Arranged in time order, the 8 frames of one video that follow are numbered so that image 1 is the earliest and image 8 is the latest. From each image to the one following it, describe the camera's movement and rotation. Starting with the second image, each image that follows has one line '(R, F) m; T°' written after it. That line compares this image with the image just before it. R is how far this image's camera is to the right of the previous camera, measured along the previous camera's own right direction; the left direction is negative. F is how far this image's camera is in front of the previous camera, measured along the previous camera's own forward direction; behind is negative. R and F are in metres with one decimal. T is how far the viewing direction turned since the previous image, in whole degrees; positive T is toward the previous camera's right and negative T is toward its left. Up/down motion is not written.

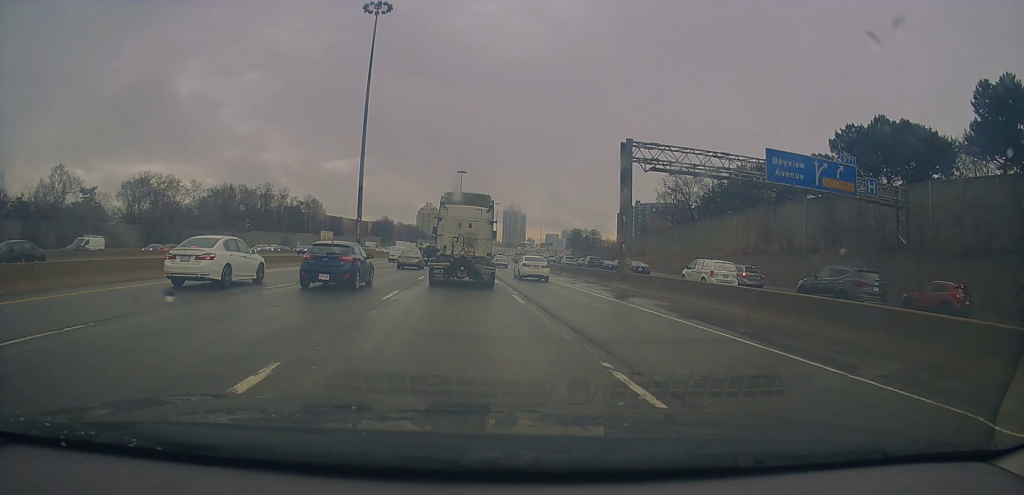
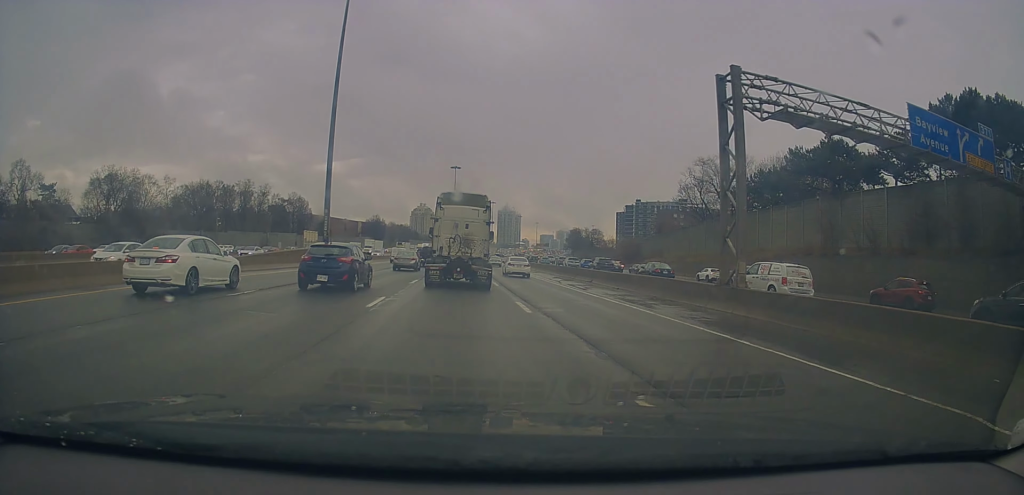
(-0.4, +13.8) m; +2°
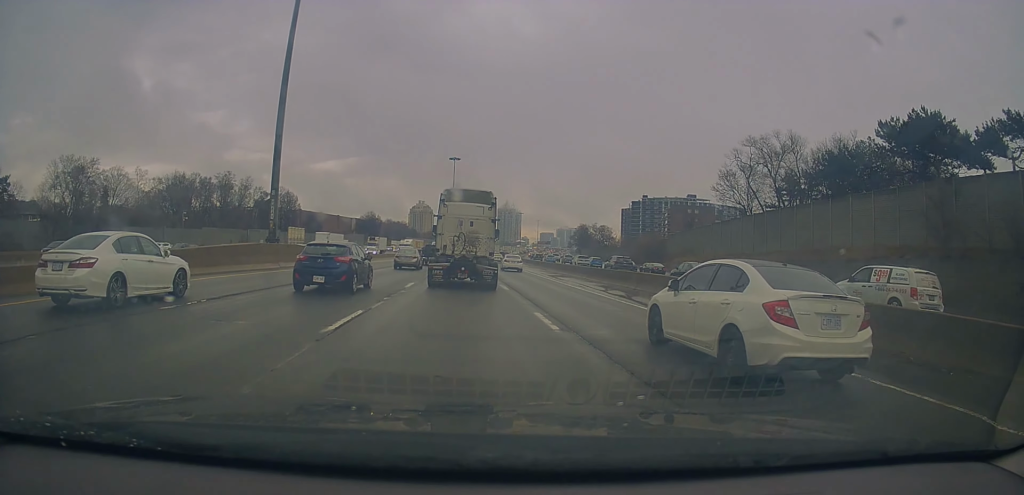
(+0.5, +15.0) m; 0°
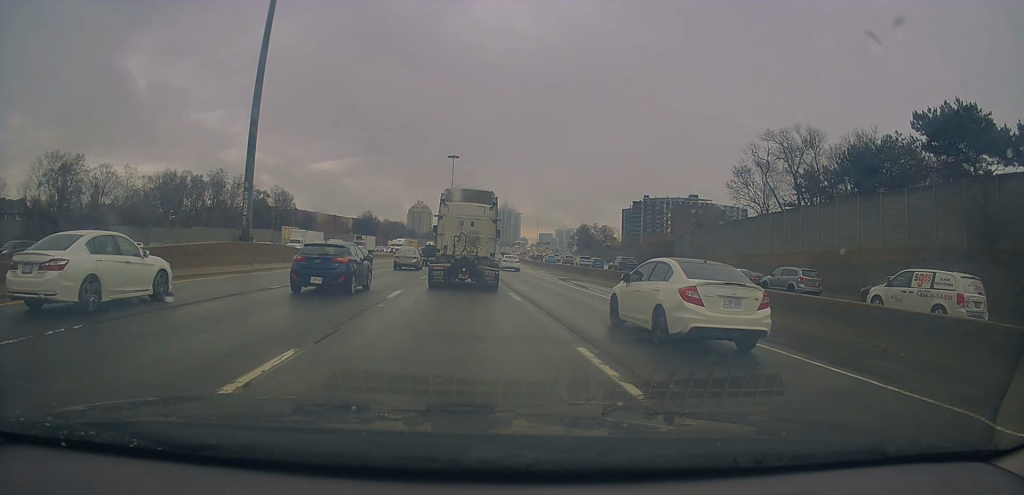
(0.0, +4.6) m; -1°
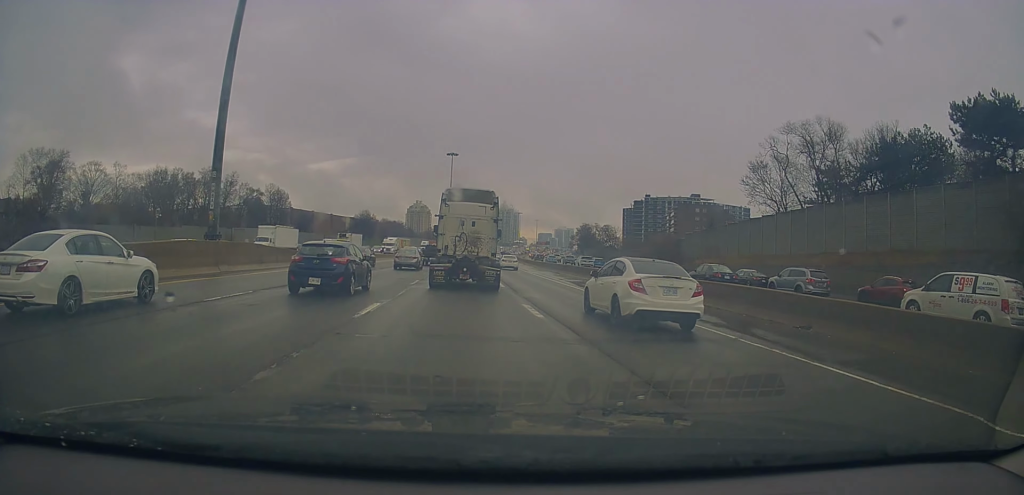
(-0.1, +4.7) m; +1°
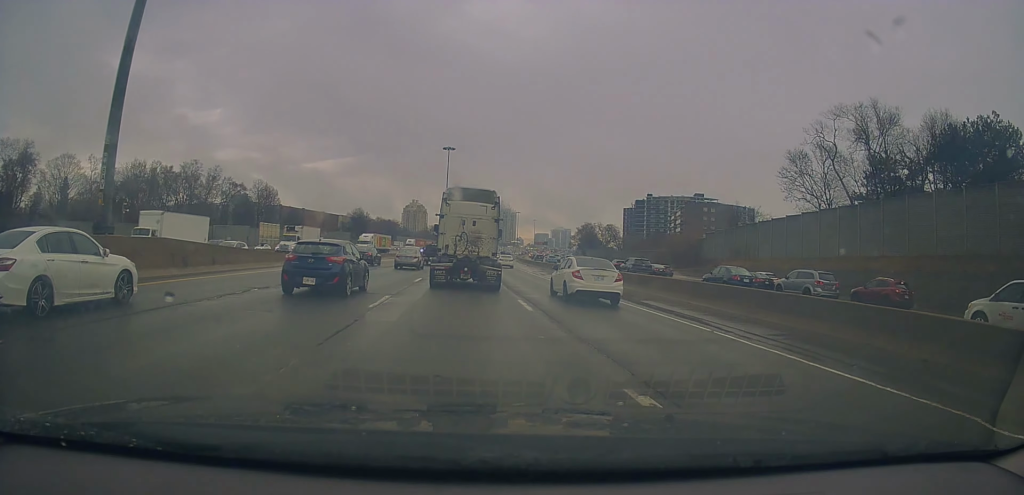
(+0.1, +10.0) m; +1°
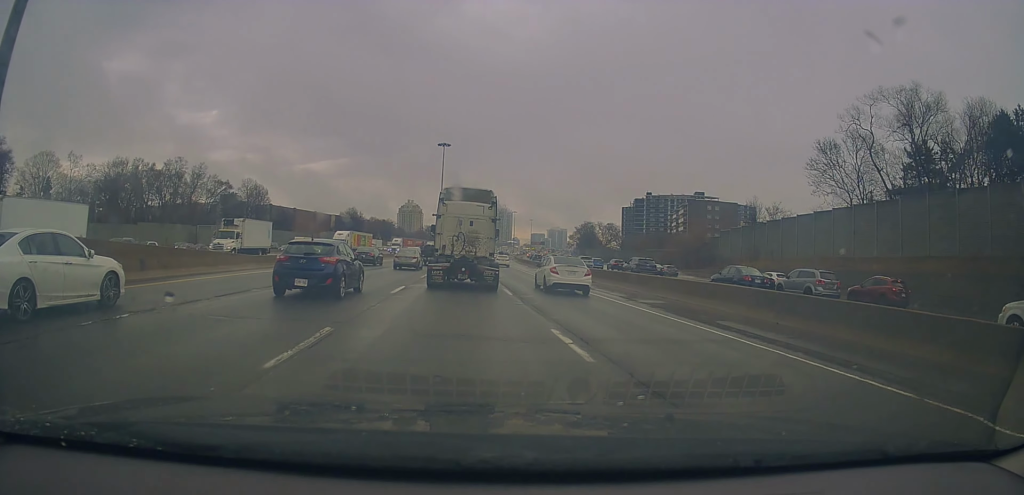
(+0.4, +6.7) m; 0°
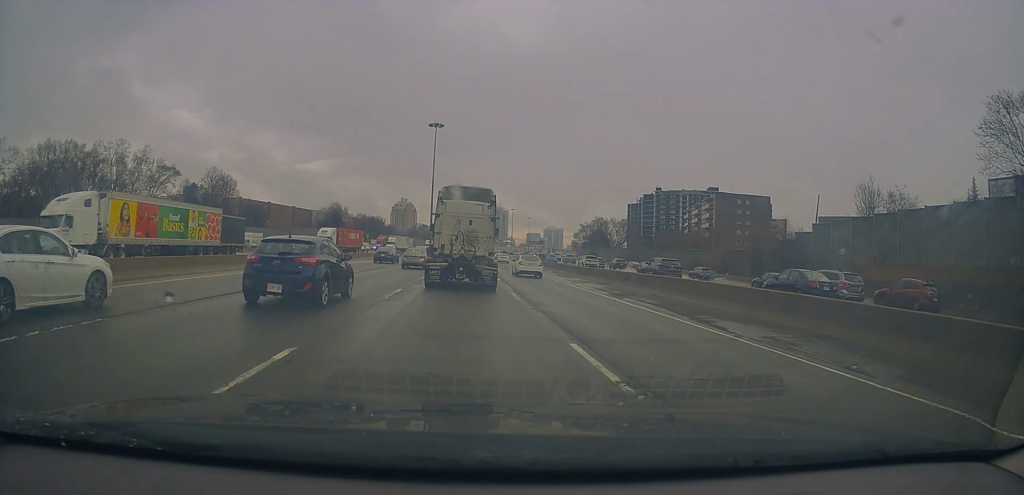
(-0.6, +24.7) m; 0°
